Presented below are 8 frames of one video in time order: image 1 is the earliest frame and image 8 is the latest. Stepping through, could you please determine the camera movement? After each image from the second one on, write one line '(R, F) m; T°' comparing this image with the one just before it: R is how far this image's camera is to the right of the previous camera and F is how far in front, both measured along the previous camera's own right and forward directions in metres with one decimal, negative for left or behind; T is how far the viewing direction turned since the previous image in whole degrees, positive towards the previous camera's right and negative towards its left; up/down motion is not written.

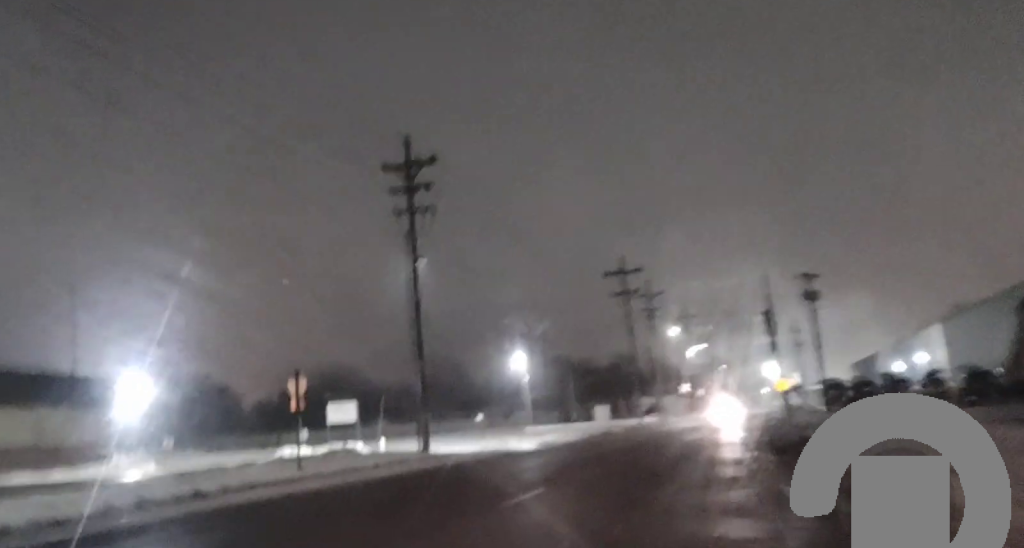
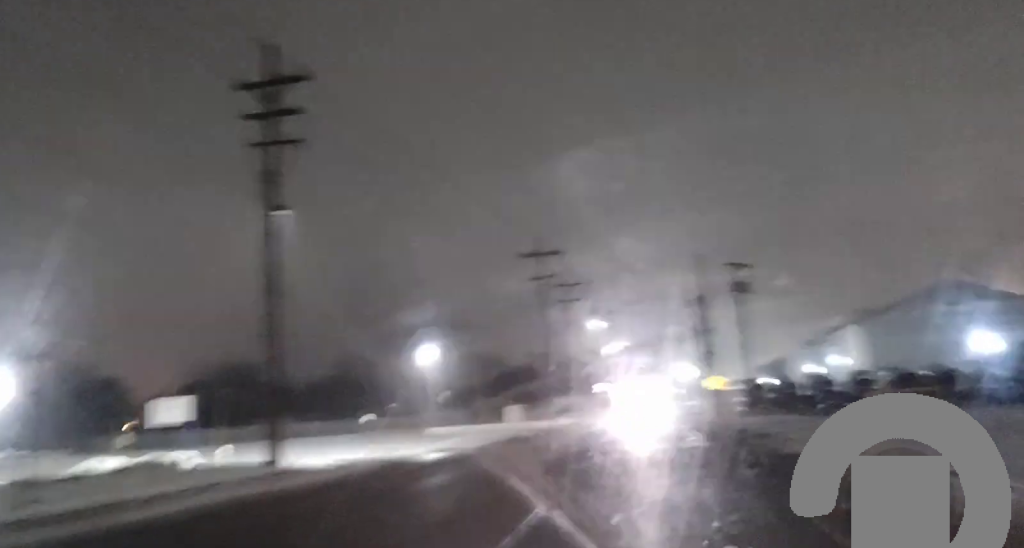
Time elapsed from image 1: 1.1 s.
(+0.7, +10.8) m; +8°
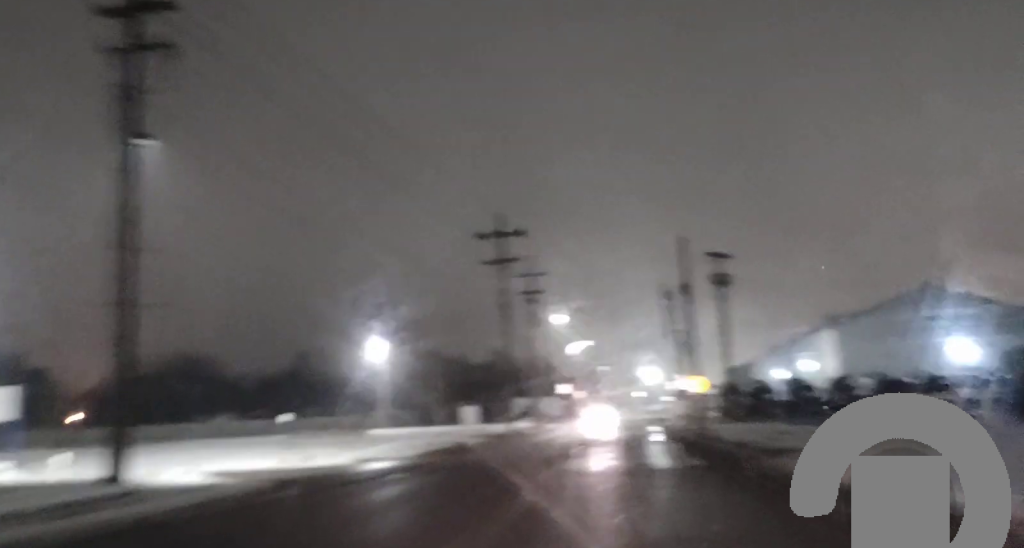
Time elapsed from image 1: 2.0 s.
(+0.5, +8.2) m; +5°
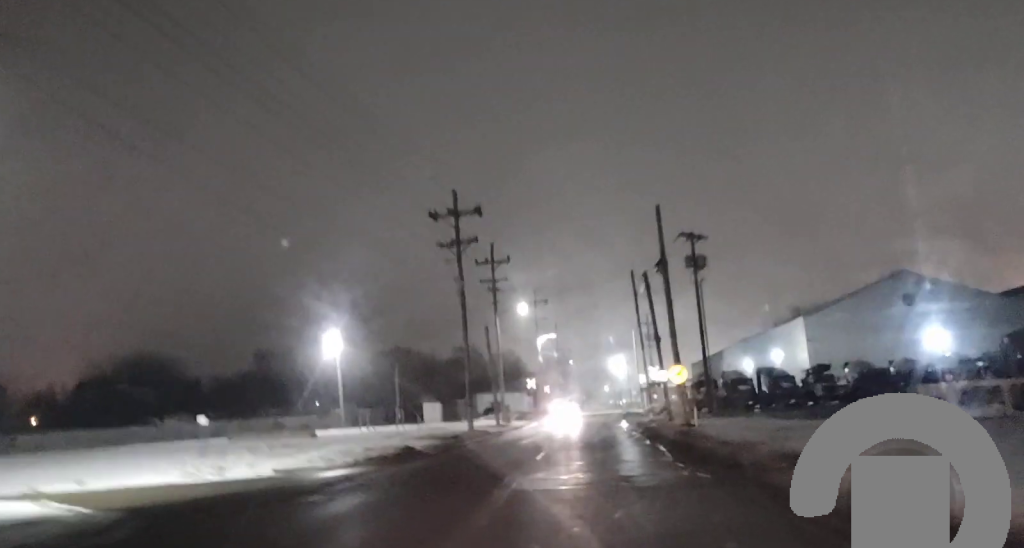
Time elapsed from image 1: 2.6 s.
(+0.1, +6.6) m; +2°
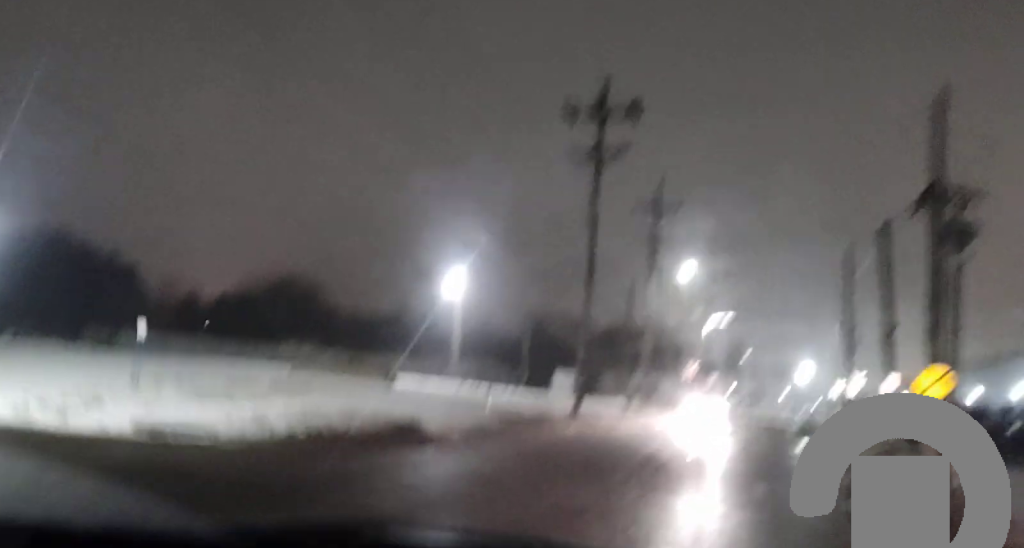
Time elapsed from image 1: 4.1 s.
(+0.3, +14.6) m; +1°
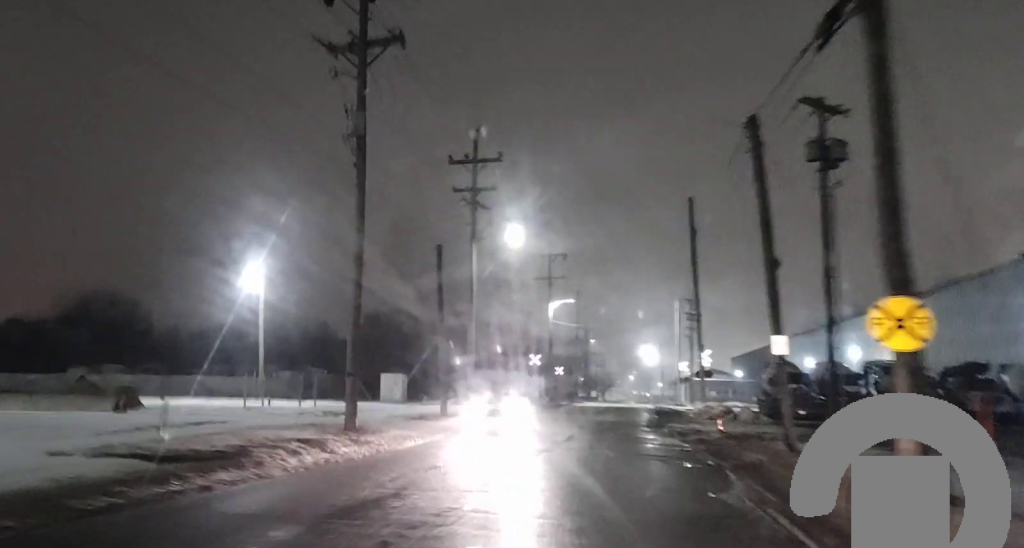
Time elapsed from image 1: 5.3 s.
(-0.2, +12.1) m; 0°
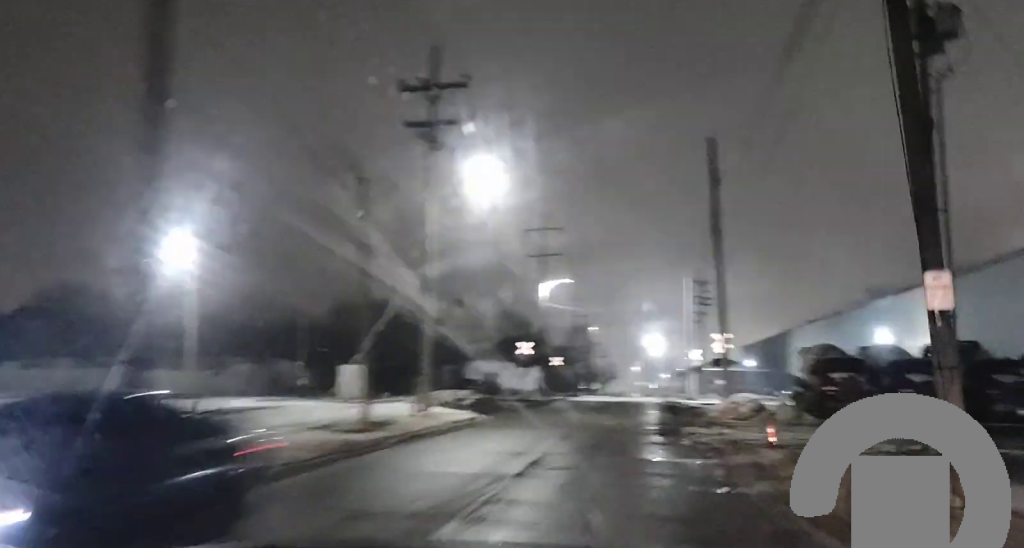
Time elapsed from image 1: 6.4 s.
(+0.2, +11.2) m; +1°
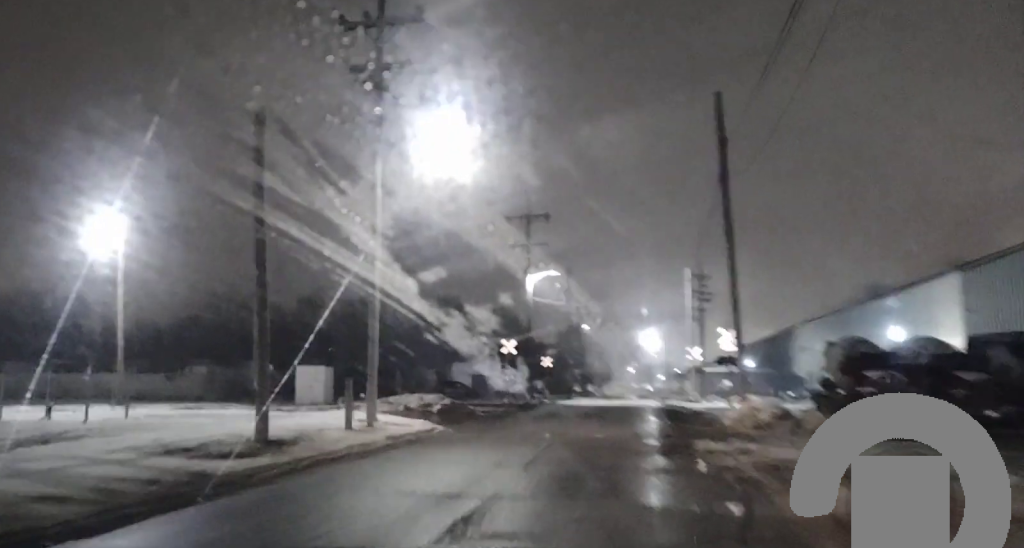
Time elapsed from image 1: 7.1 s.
(-0.1, +6.9) m; 0°
